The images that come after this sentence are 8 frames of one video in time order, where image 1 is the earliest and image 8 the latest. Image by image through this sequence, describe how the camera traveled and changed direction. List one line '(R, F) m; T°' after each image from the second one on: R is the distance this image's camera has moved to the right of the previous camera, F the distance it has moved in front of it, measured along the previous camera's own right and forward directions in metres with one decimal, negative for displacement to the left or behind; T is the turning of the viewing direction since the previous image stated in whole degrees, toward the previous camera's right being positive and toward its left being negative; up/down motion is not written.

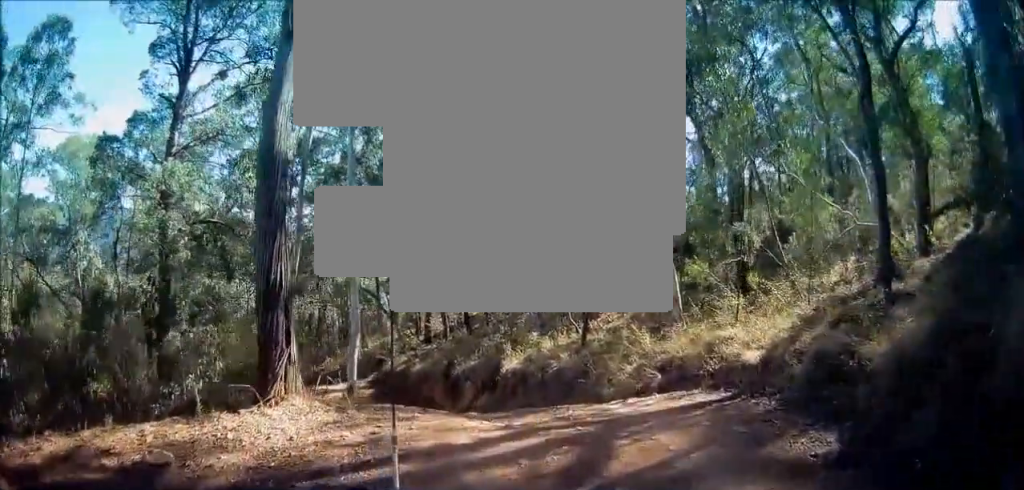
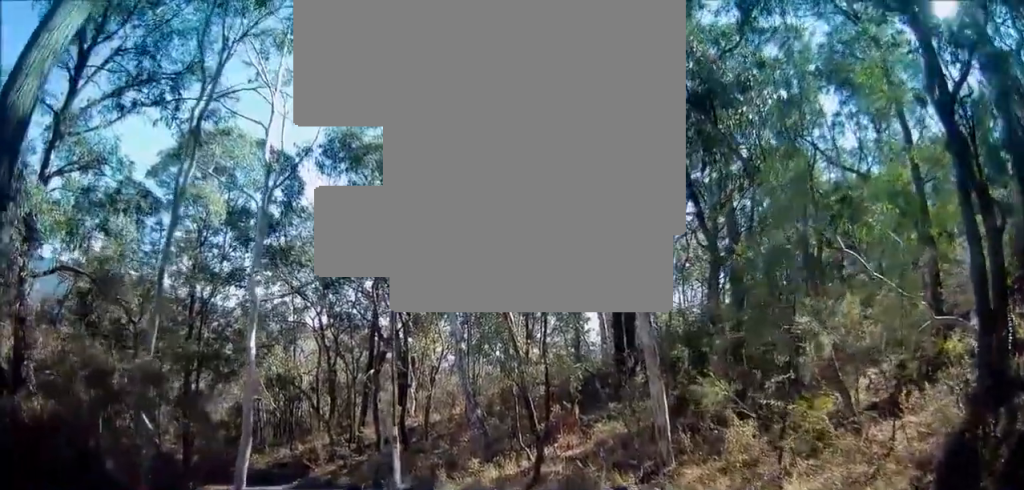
(-0.7, +4.1) m; -5°
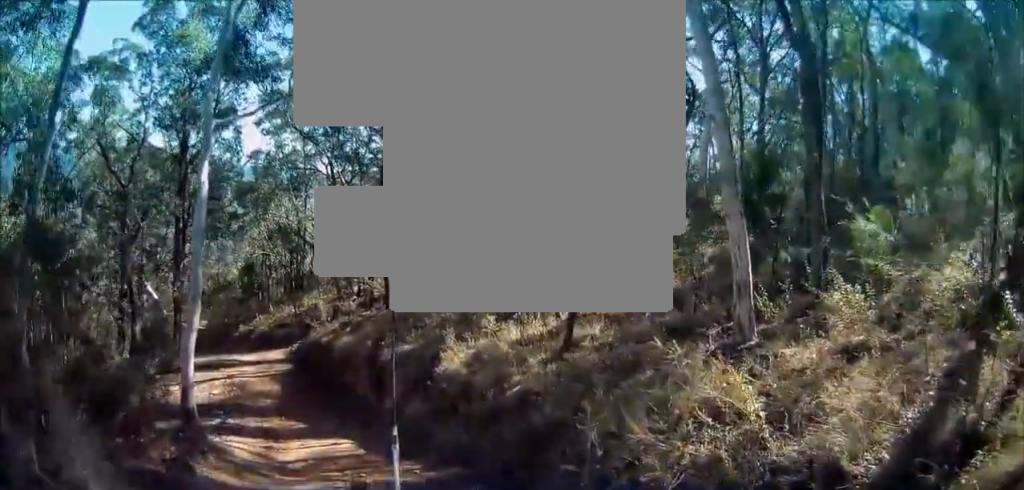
(+0.2, +3.5) m; -4°
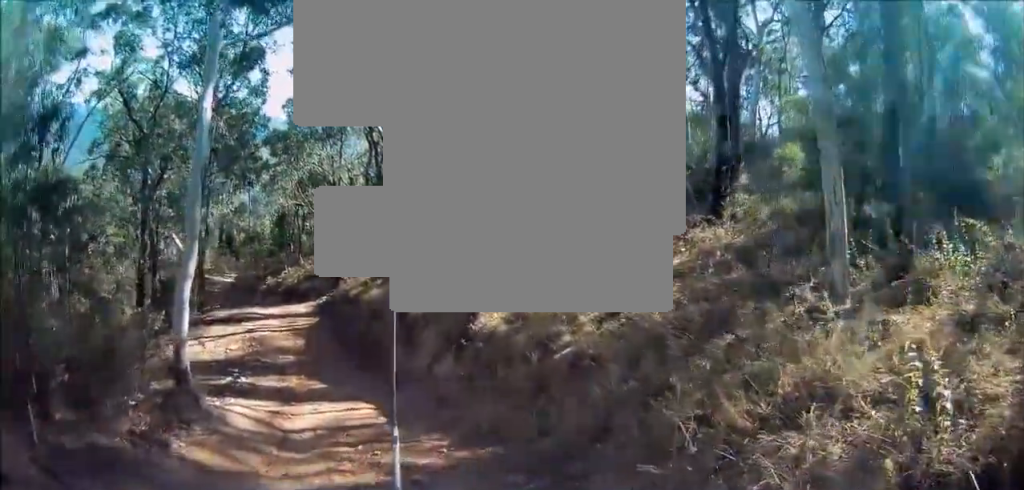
(0.0, +1.7) m; -9°
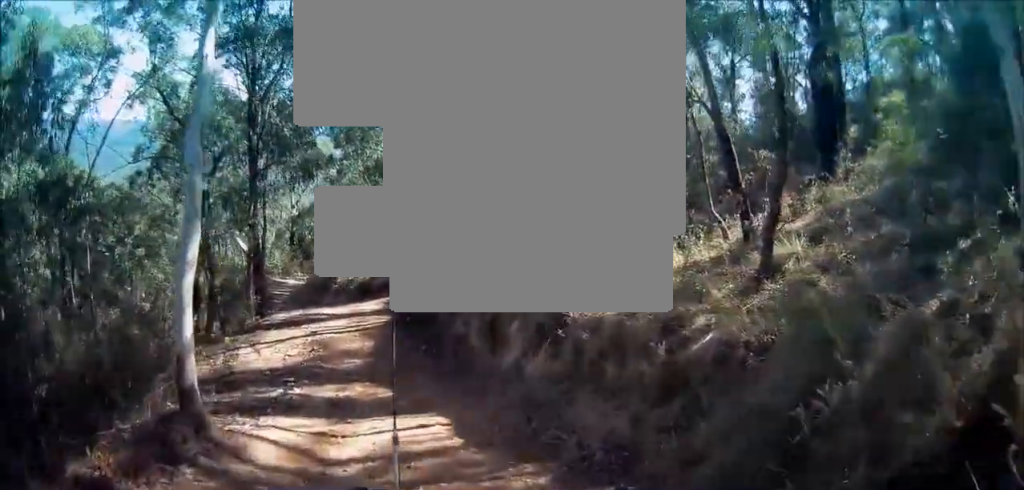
(-0.4, +2.9) m; -11°
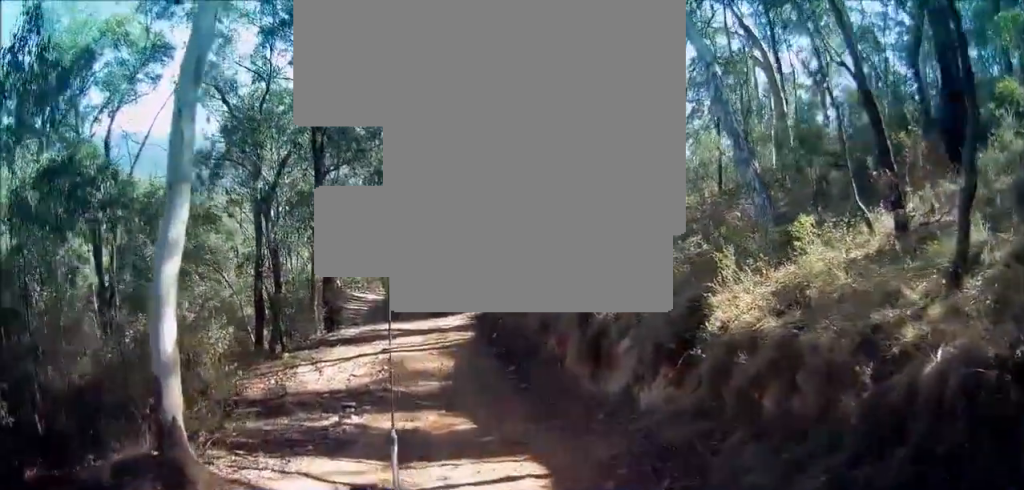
(-0.1, +2.7) m; -2°
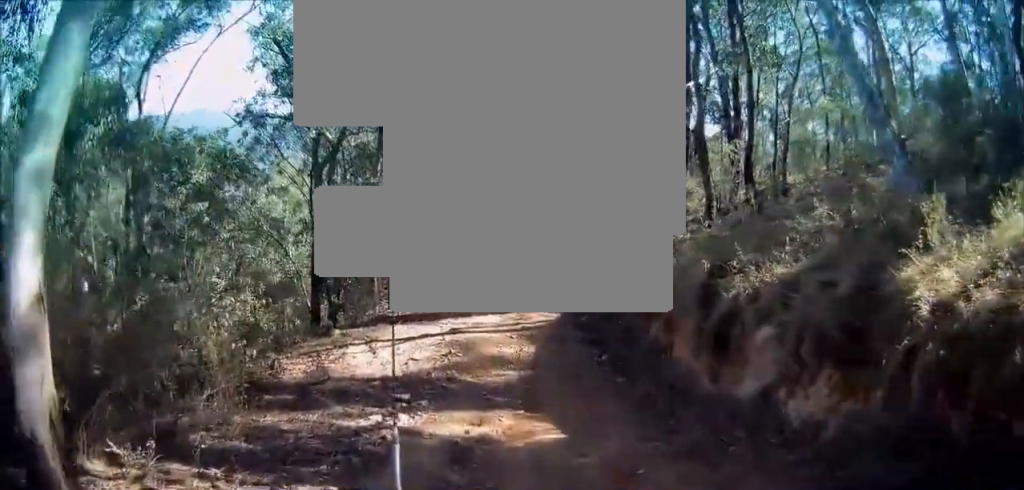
(0.0, +3.0) m; +1°
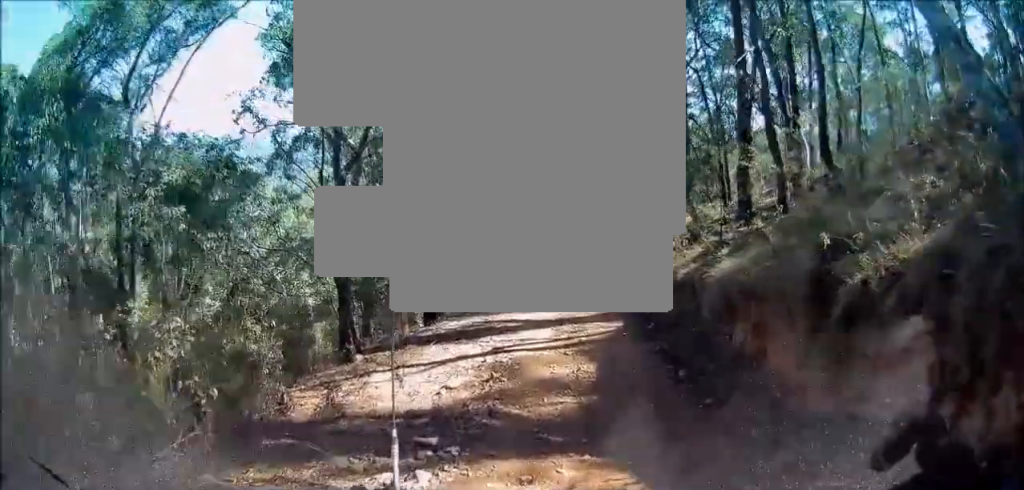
(0.0, +2.8) m; +3°
